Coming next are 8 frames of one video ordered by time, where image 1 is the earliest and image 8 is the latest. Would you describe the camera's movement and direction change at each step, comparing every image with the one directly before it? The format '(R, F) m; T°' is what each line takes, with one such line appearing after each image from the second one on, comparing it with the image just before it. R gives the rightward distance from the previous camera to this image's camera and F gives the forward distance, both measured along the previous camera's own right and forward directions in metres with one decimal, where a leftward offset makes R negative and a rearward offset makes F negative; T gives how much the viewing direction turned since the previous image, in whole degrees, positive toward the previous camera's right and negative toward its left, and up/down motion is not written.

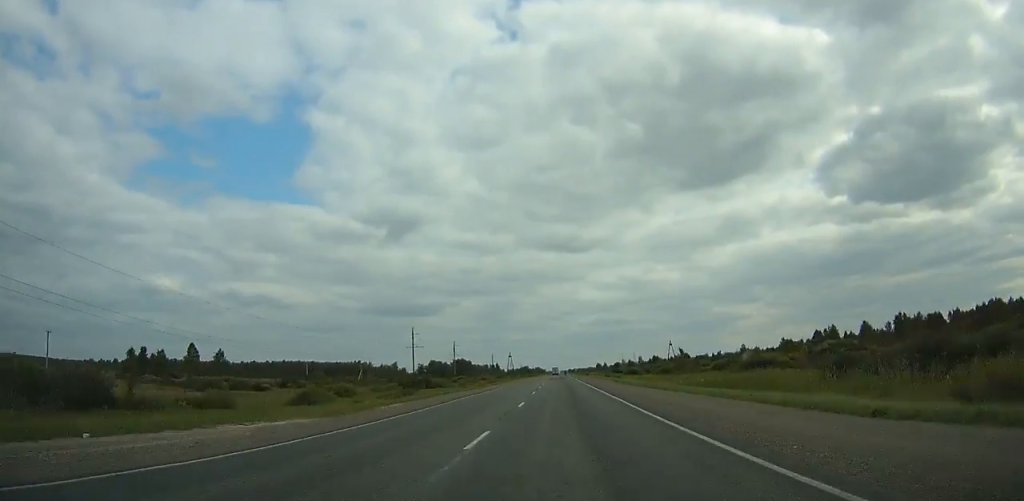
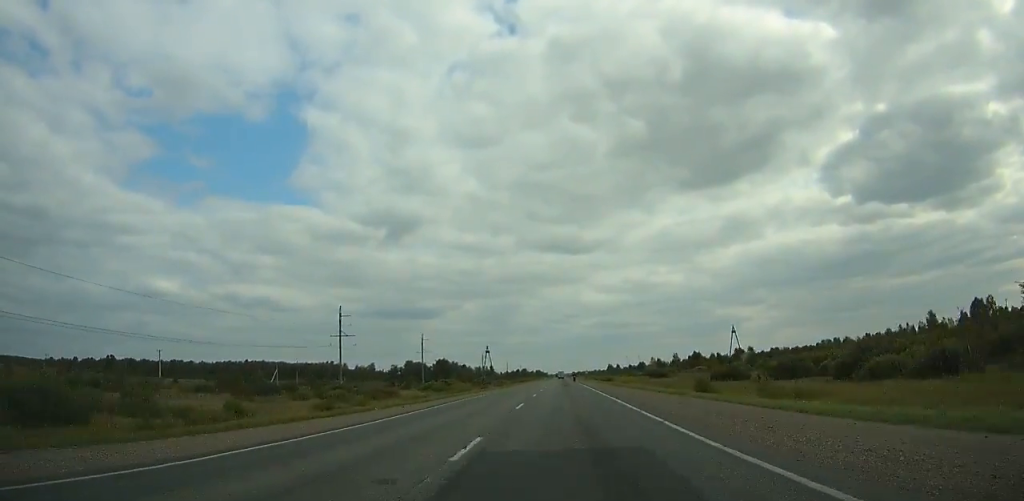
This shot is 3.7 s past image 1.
(-0.1, +84.3) m; 0°
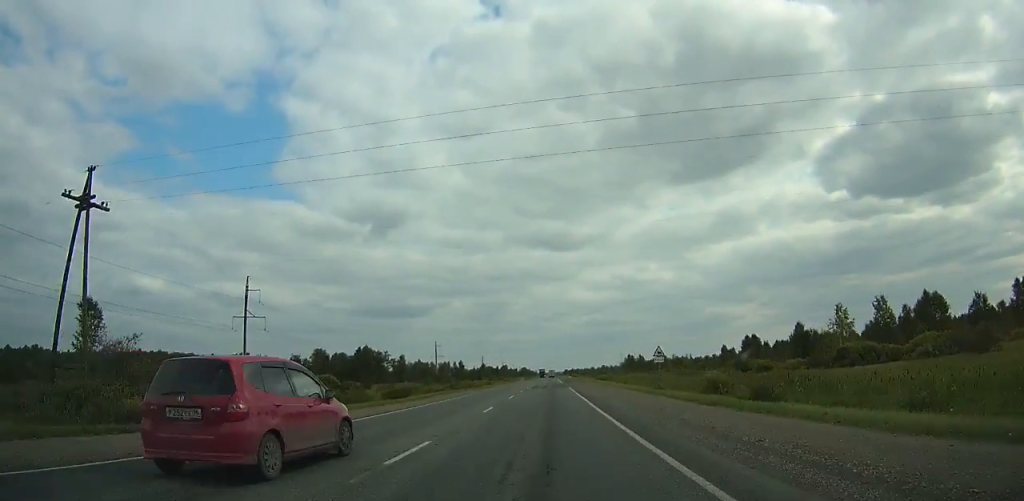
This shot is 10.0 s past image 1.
(+0.7, +145.0) m; 0°
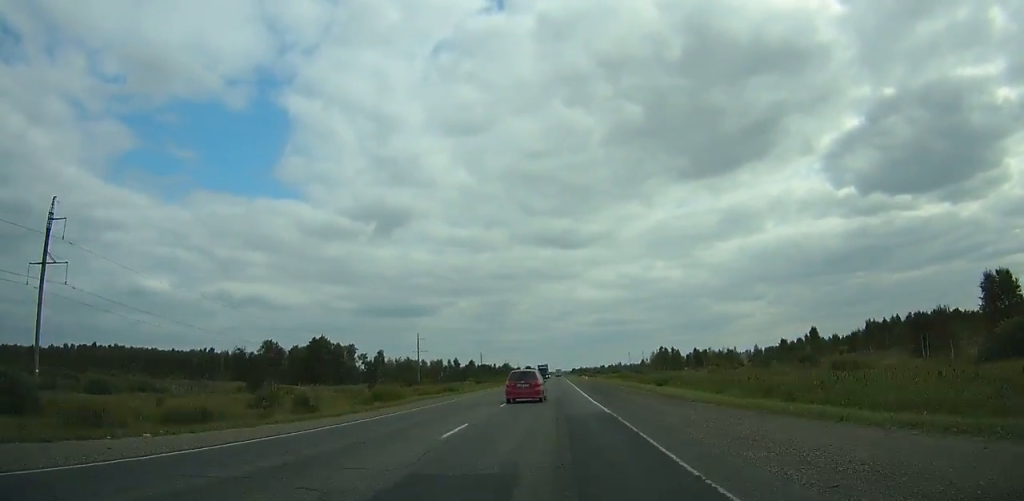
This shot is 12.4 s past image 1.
(-0.2, +56.0) m; 0°
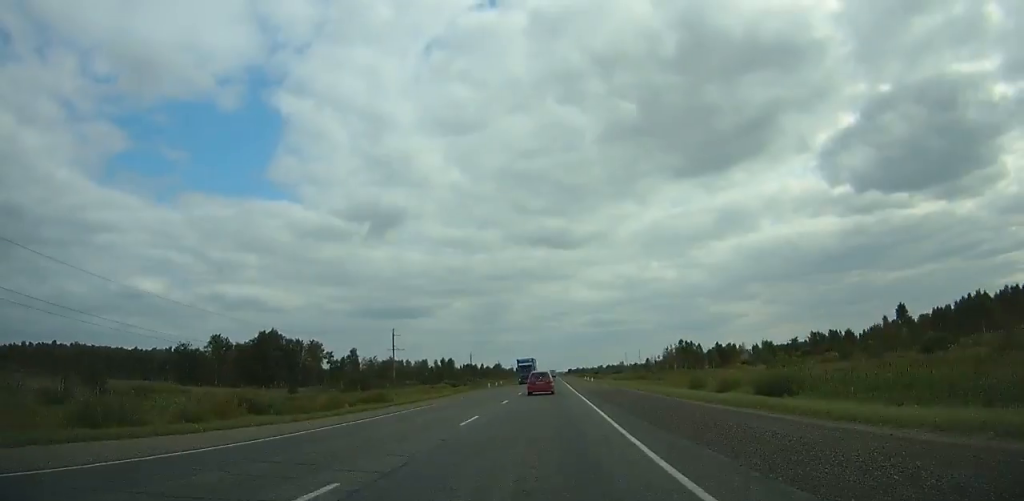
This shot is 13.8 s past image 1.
(0.0, +32.8) m; 0°
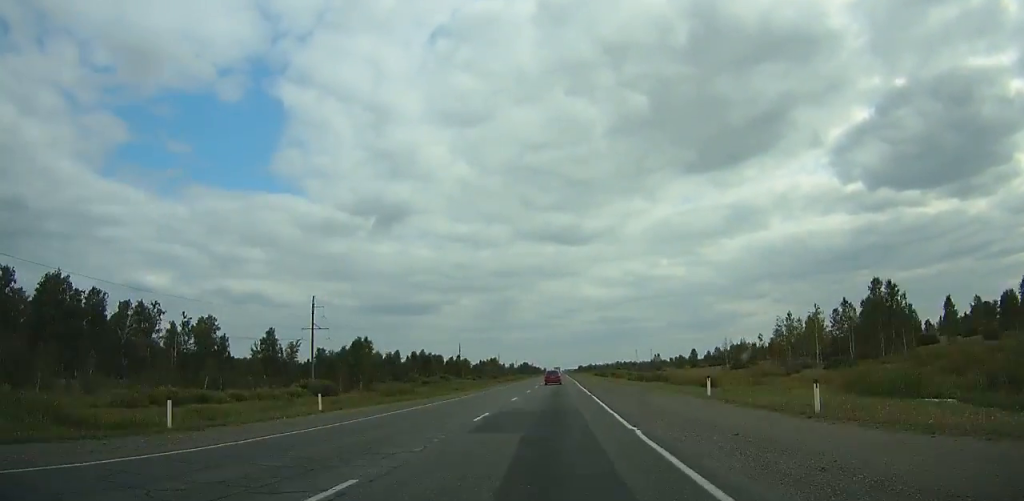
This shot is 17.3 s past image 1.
(+0.1, +83.2) m; 0°
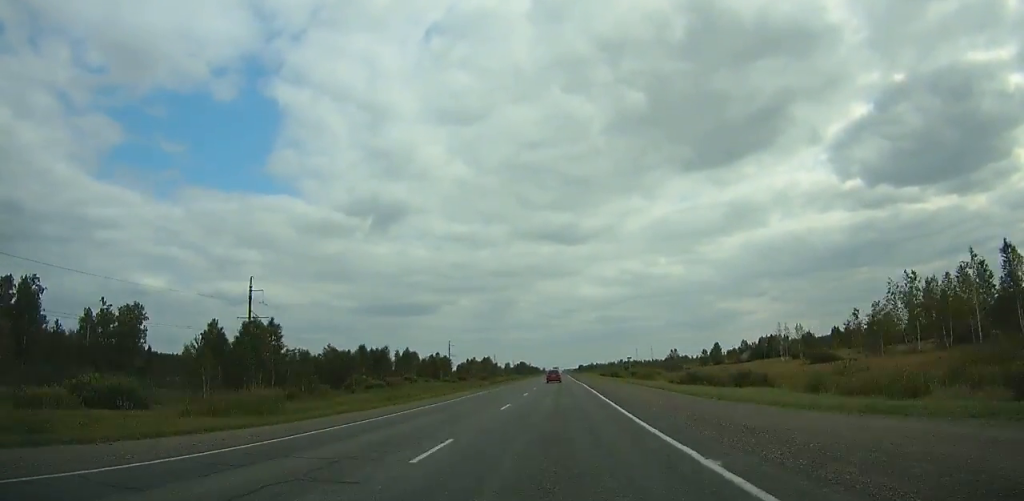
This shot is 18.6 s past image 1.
(-0.1, +31.2) m; 0°
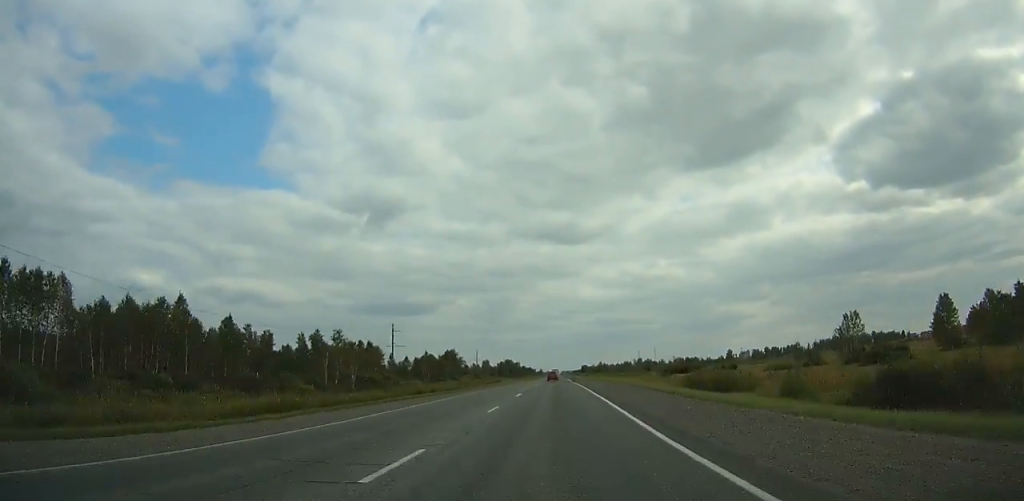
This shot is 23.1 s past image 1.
(-0.4, +109.1) m; 0°
